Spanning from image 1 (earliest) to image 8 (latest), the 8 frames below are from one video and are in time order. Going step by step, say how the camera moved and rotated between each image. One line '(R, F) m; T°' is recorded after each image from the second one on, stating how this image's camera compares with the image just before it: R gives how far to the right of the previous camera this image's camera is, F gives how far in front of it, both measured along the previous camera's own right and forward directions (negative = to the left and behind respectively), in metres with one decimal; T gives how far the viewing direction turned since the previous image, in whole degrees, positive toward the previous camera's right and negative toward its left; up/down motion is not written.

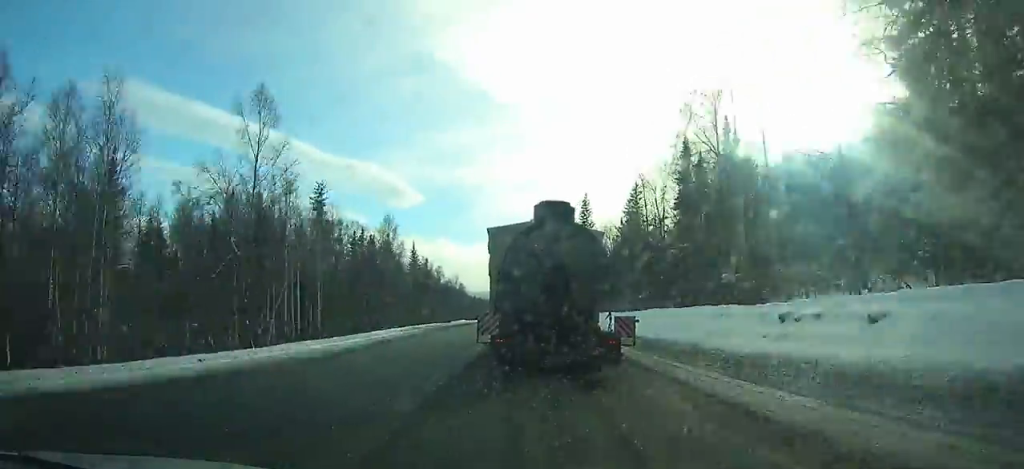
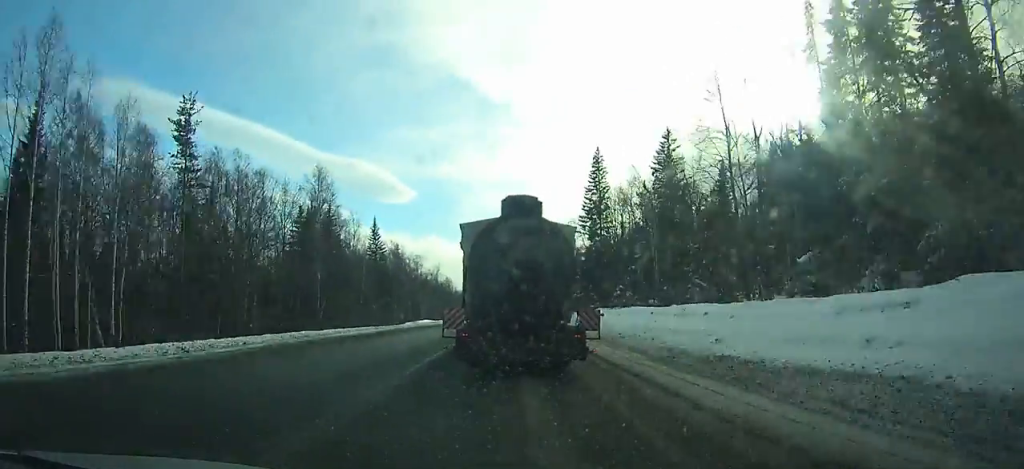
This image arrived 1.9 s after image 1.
(0.0, +30.8) m; 0°
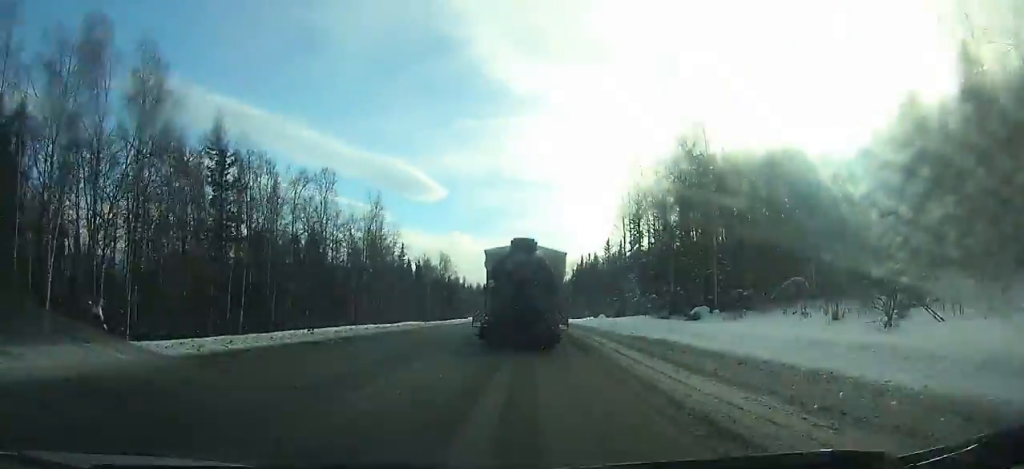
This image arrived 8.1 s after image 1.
(-1.2, +100.7) m; -1°
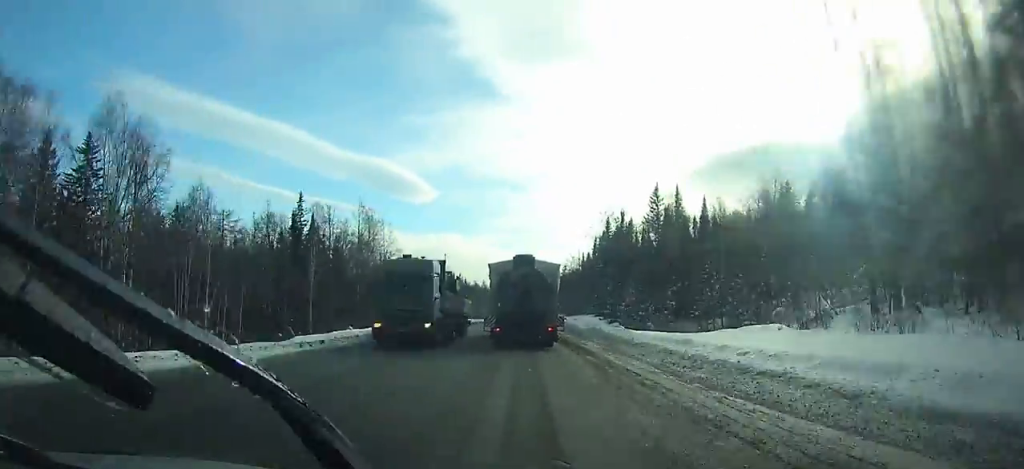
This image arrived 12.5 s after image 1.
(-0.3, +75.0) m; 0°
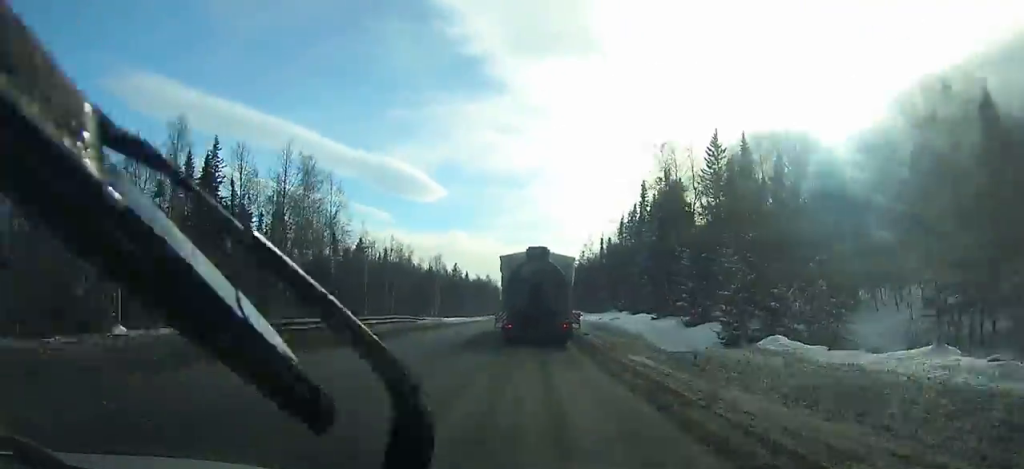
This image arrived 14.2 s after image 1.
(+0.1, +30.1) m; 0°
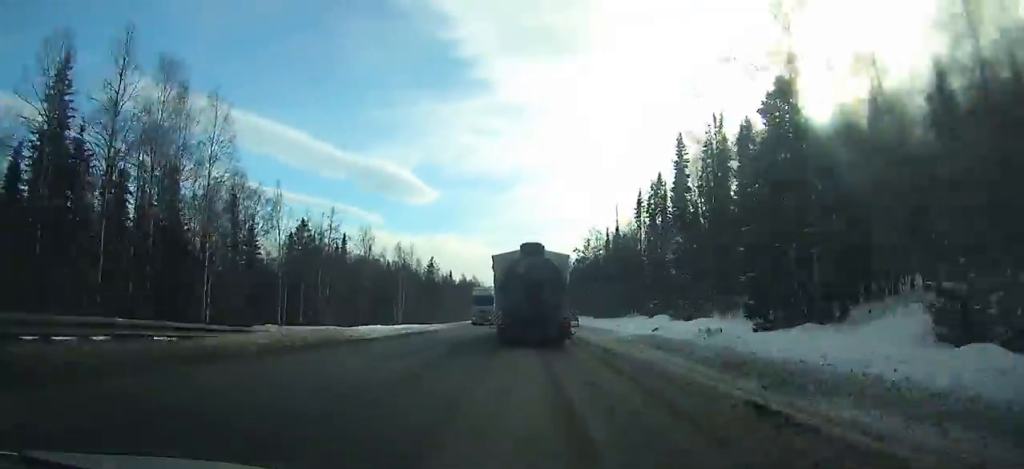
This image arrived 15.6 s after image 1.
(+0.1, +25.0) m; 0°
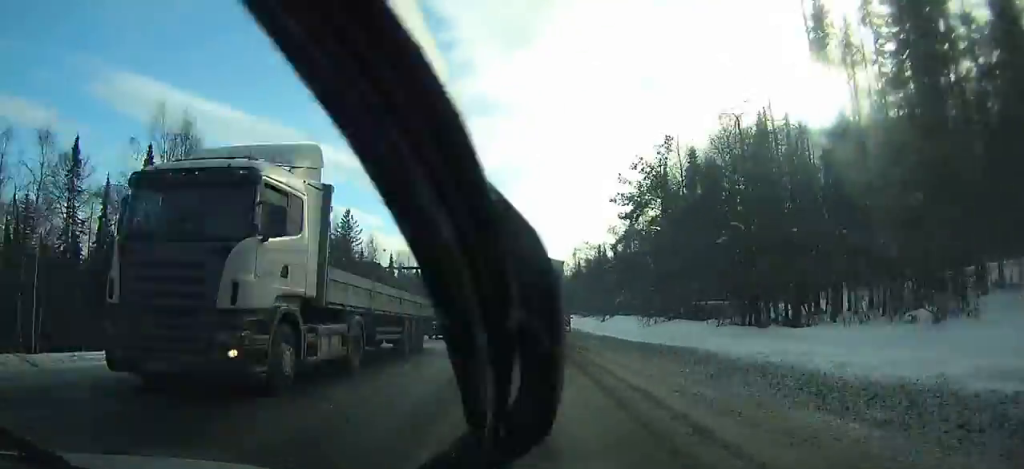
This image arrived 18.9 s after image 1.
(-0.2, +60.2) m; 0°
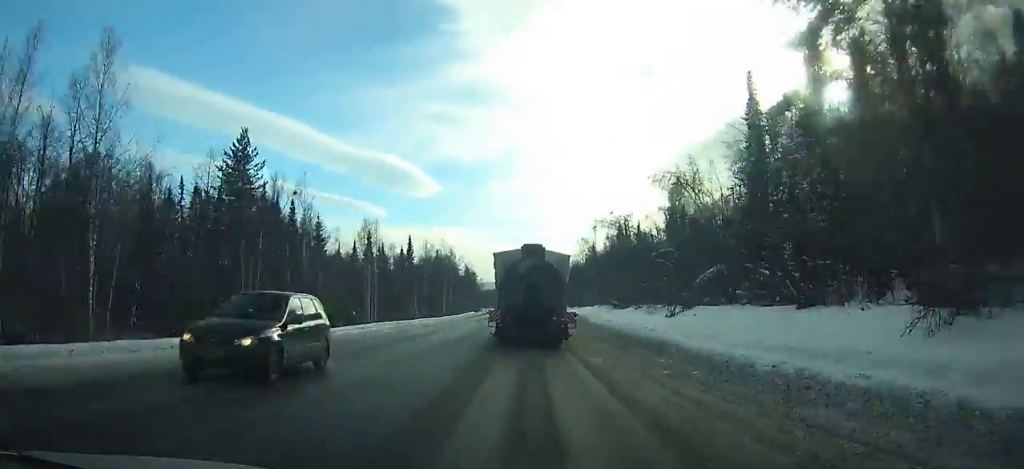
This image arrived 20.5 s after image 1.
(0.0, +29.6) m; 0°
